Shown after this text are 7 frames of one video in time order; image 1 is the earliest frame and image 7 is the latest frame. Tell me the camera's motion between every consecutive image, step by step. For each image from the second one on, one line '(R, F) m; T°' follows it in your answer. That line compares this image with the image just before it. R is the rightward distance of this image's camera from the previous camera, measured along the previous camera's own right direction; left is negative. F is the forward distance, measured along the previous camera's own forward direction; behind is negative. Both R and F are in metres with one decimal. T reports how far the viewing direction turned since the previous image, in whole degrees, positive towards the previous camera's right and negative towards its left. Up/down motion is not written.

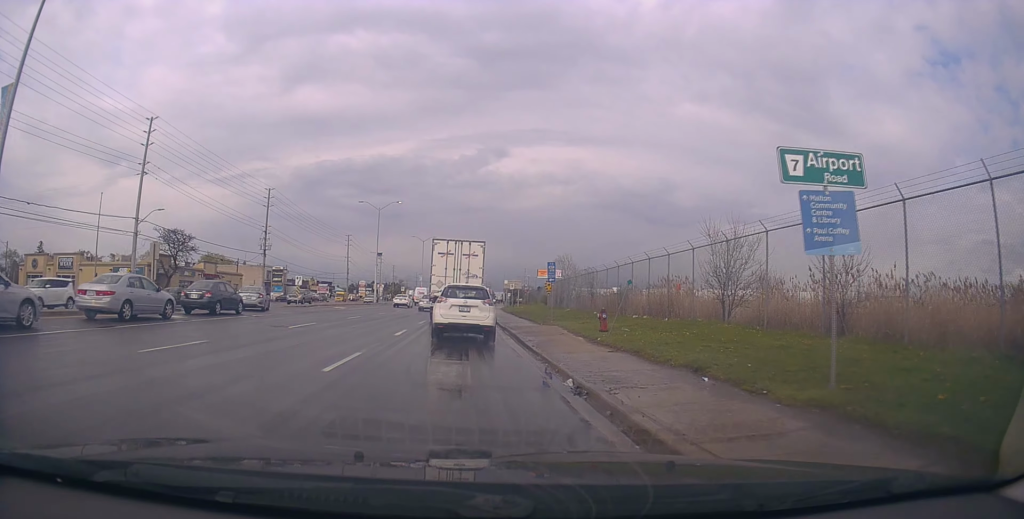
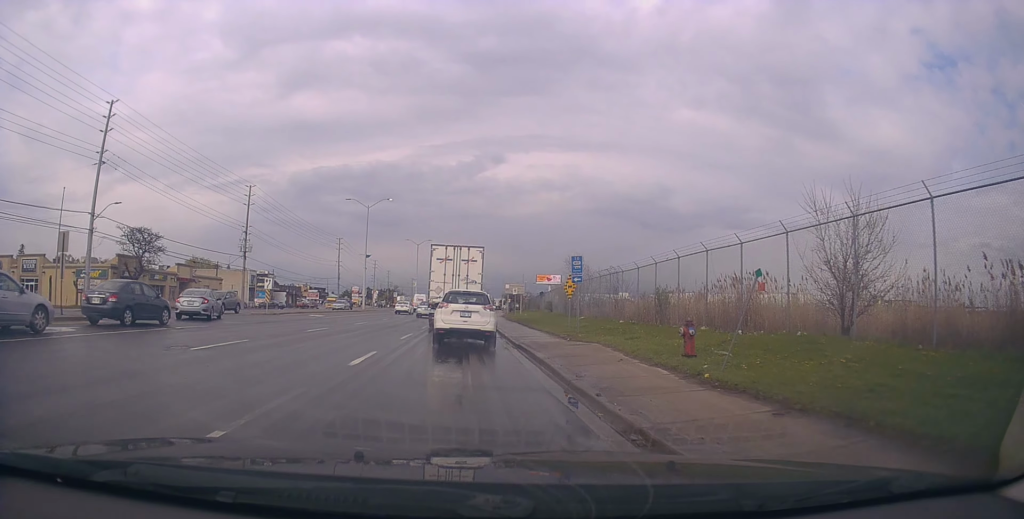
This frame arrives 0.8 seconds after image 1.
(+0.5, +6.8) m; -2°
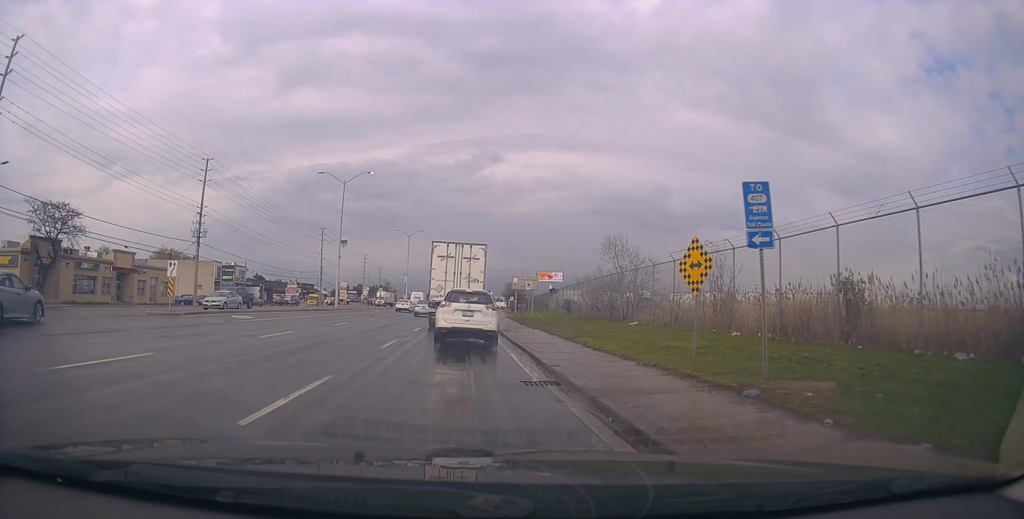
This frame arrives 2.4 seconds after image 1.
(-0.1, +13.7) m; +4°
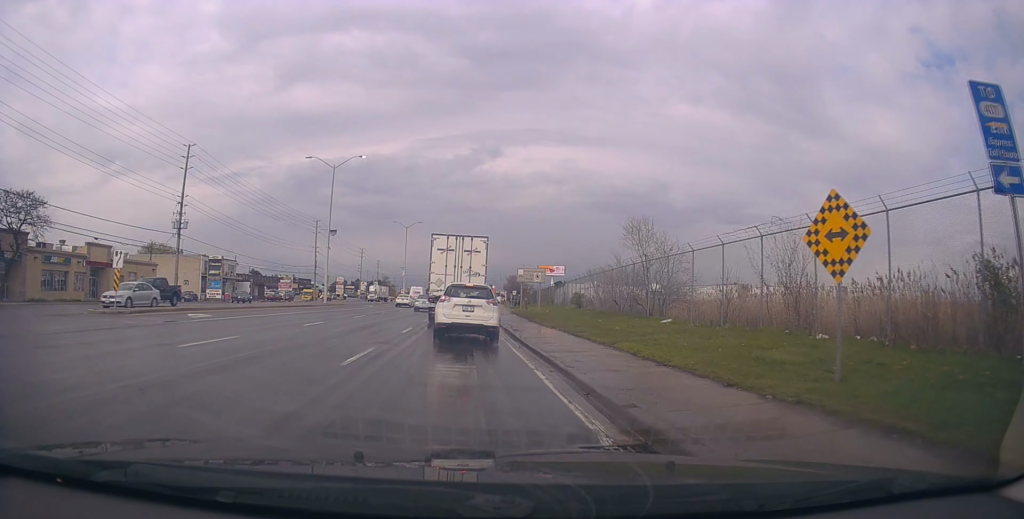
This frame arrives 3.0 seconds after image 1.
(+0.5, +4.7) m; +2°
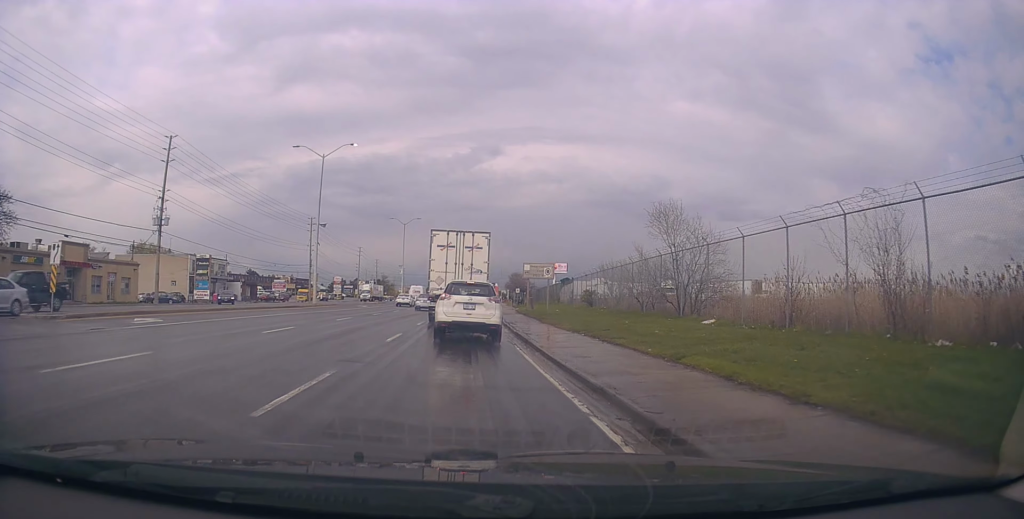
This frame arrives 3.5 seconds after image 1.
(-0.3, +4.1) m; -3°
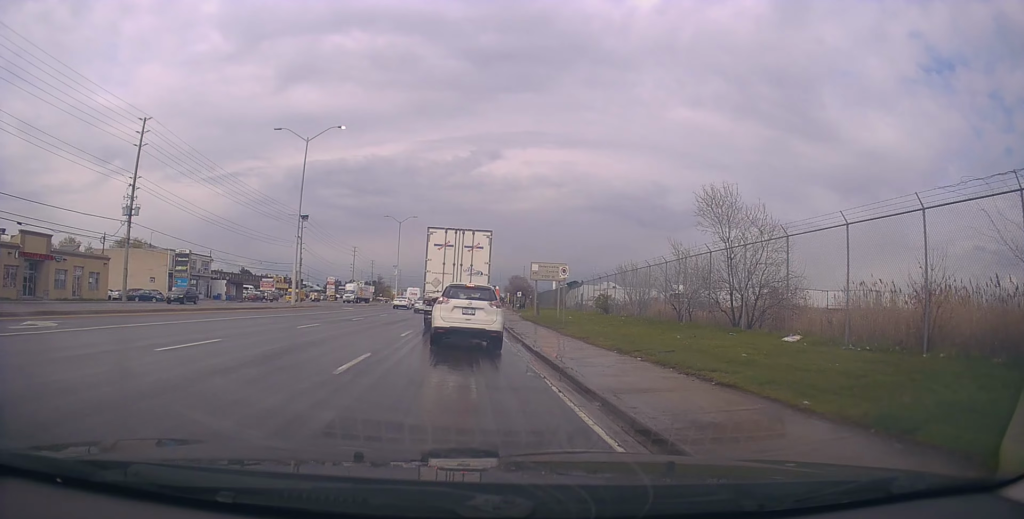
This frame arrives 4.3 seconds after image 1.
(-0.3, +5.6) m; -2°
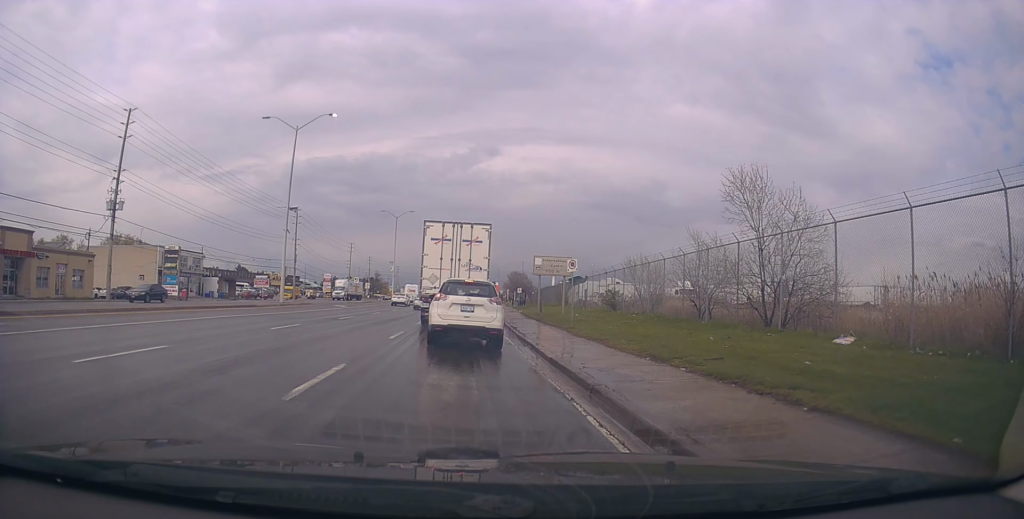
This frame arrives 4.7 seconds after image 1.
(-0.1, +2.4) m; +1°
